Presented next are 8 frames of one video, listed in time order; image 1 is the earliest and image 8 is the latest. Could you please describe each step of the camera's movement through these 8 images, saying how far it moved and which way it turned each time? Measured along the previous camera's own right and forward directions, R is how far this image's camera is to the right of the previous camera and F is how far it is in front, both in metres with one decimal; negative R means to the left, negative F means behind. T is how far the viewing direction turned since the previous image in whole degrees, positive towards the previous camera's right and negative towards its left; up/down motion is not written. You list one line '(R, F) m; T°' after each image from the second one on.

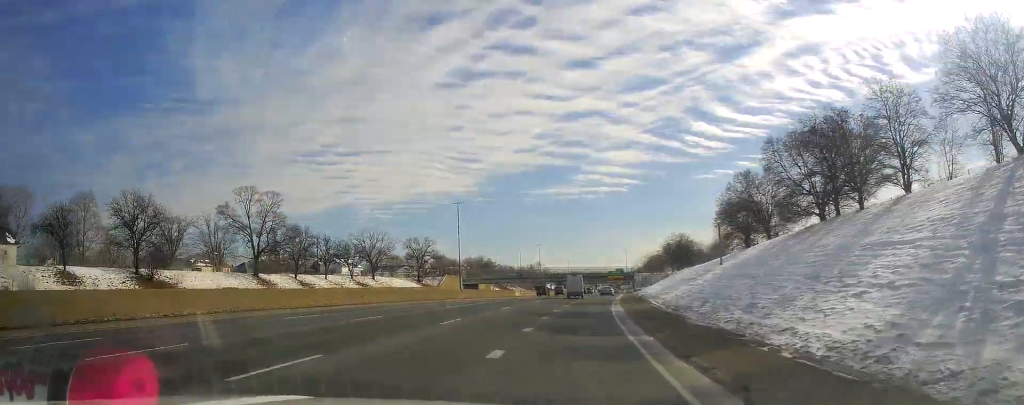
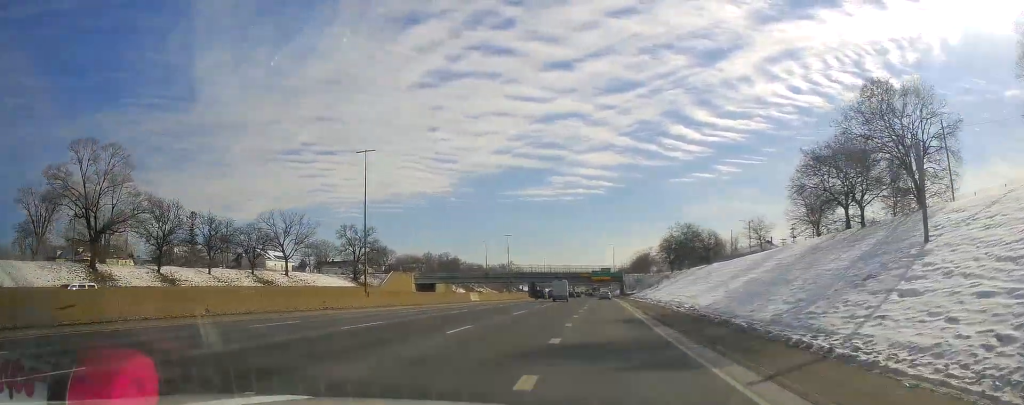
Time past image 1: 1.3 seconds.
(+0.6, +33.9) m; +1°
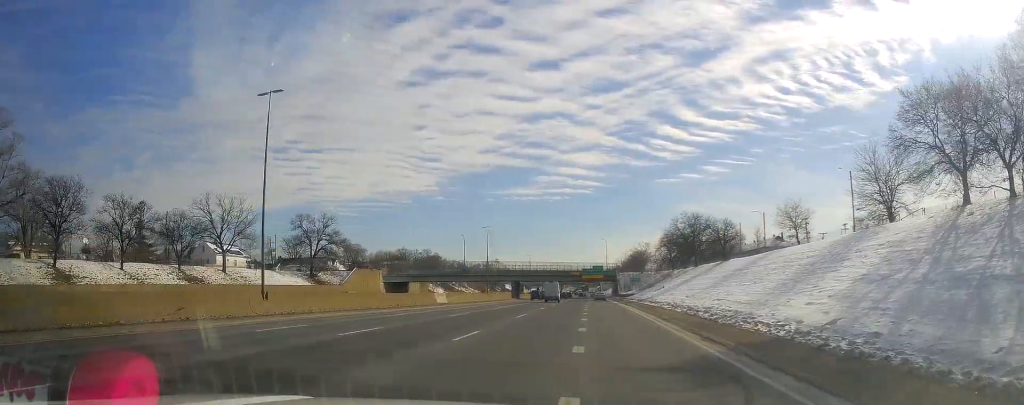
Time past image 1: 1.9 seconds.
(-0.1, +17.1) m; +1°
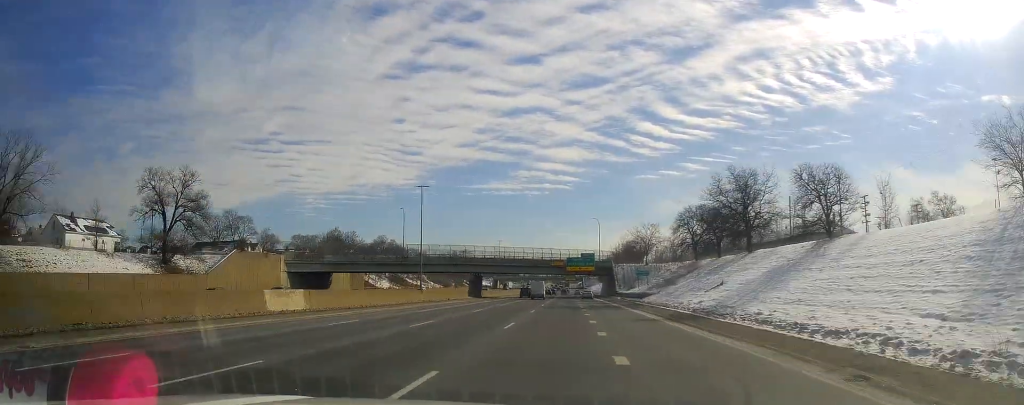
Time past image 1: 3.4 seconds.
(+1.7, +39.3) m; +3°
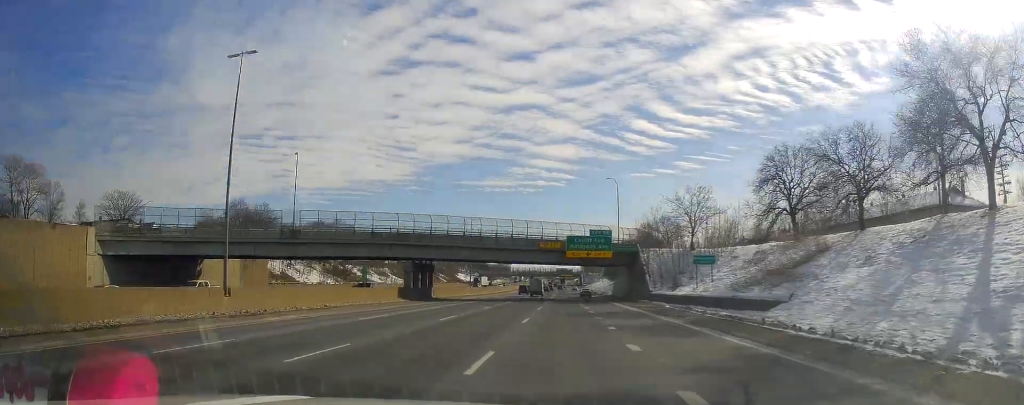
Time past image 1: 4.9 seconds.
(-0.1, +39.9) m; -1°
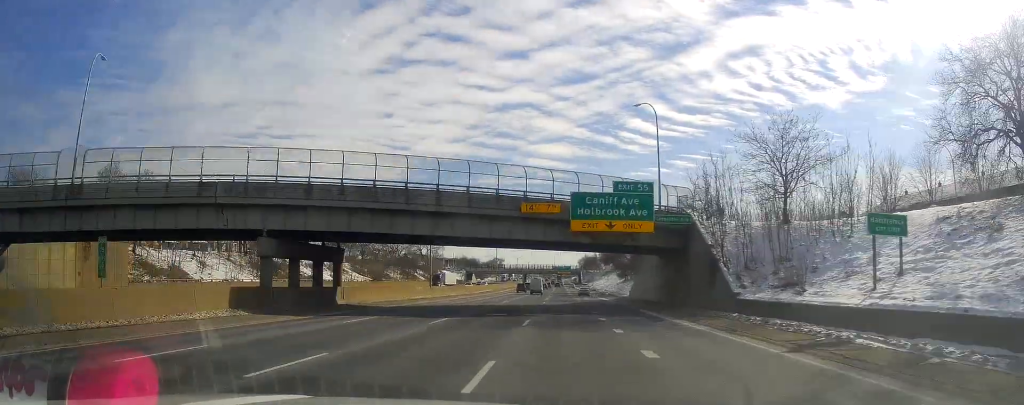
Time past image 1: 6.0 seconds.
(-0.2, +36.0) m; 0°
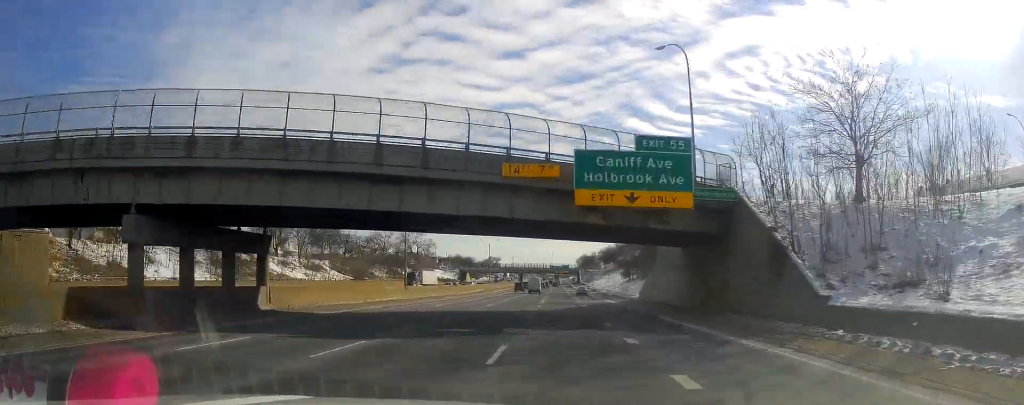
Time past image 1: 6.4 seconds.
(0.0, +12.8) m; +1°
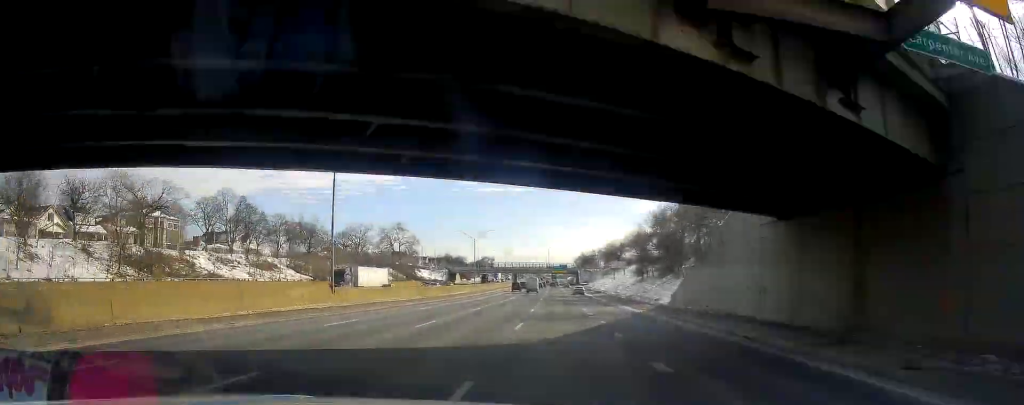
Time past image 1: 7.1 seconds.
(+0.1, +22.4) m; +1°
